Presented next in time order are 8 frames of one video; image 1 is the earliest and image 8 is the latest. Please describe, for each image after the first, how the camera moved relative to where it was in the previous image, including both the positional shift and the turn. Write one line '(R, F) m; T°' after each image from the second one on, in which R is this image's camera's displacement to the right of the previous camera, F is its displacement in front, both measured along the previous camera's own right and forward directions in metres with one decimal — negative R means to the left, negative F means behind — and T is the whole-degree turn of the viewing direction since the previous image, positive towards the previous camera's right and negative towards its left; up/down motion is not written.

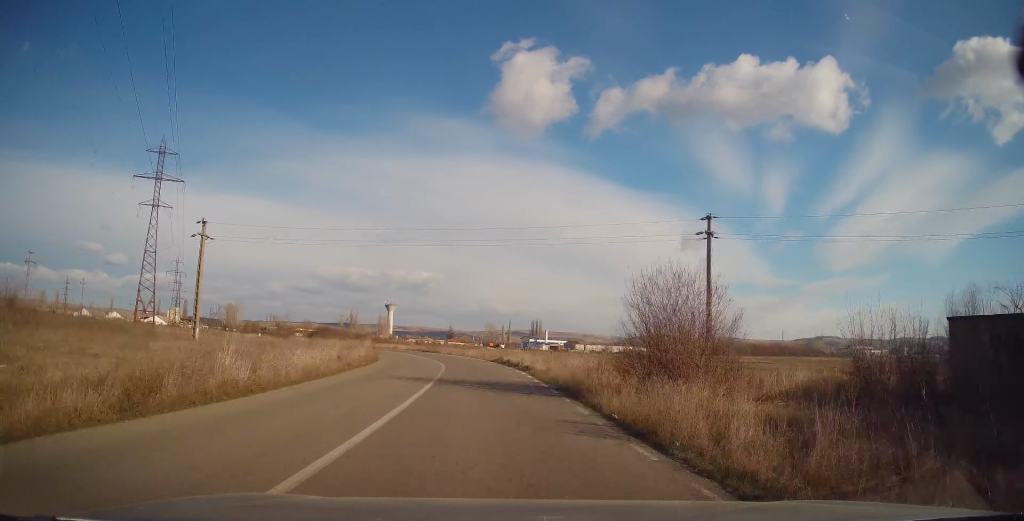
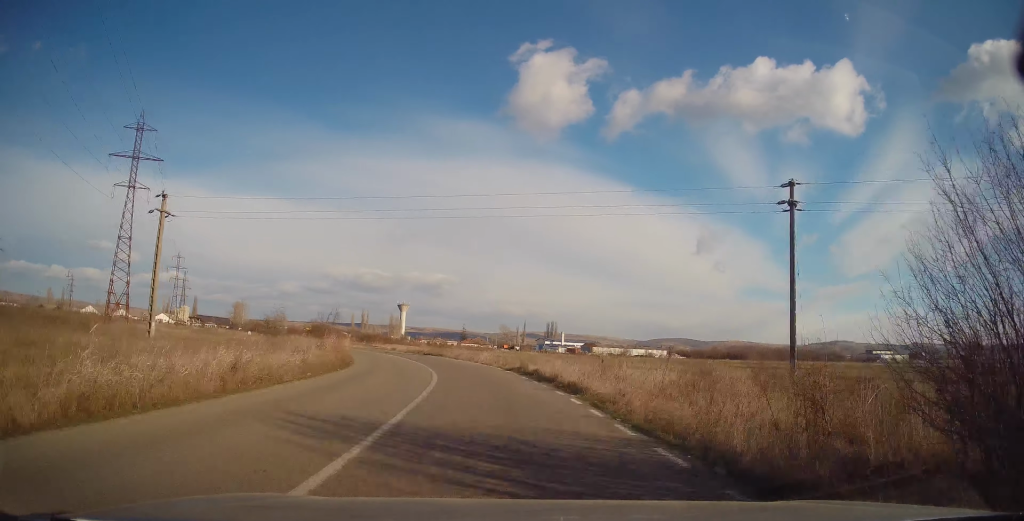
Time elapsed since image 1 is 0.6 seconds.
(-0.3, +10.6) m; -3°
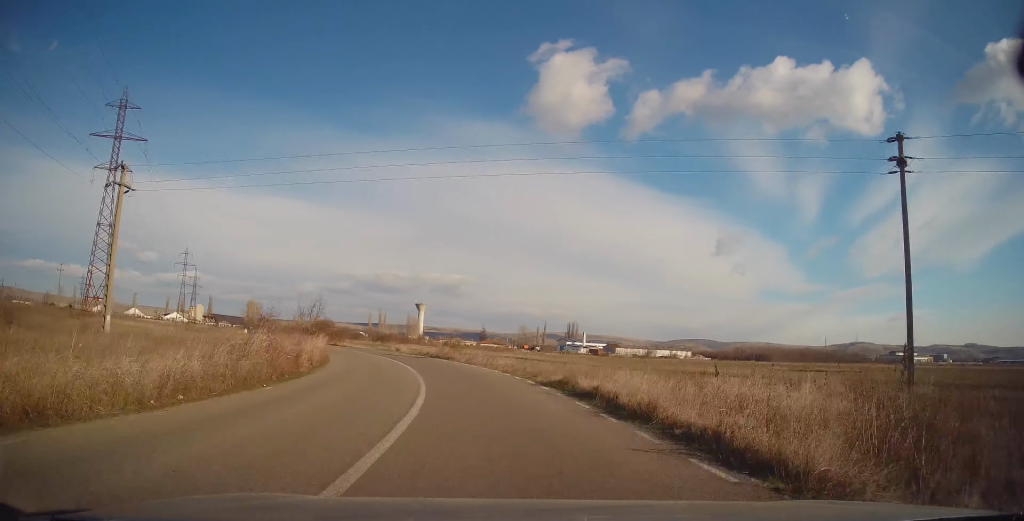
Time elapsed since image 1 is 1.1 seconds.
(-0.2, +9.0) m; -3°
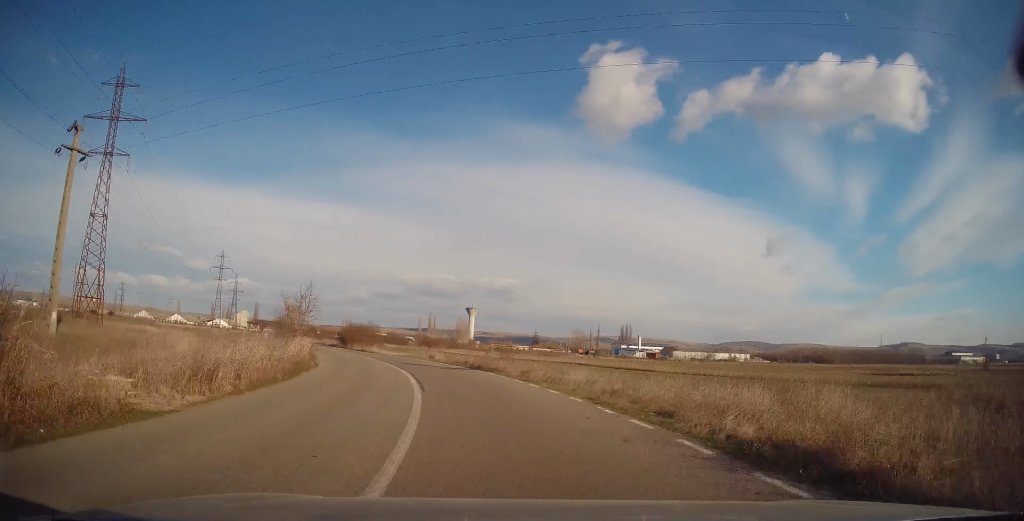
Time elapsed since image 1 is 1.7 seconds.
(-0.5, +10.7) m; -5°
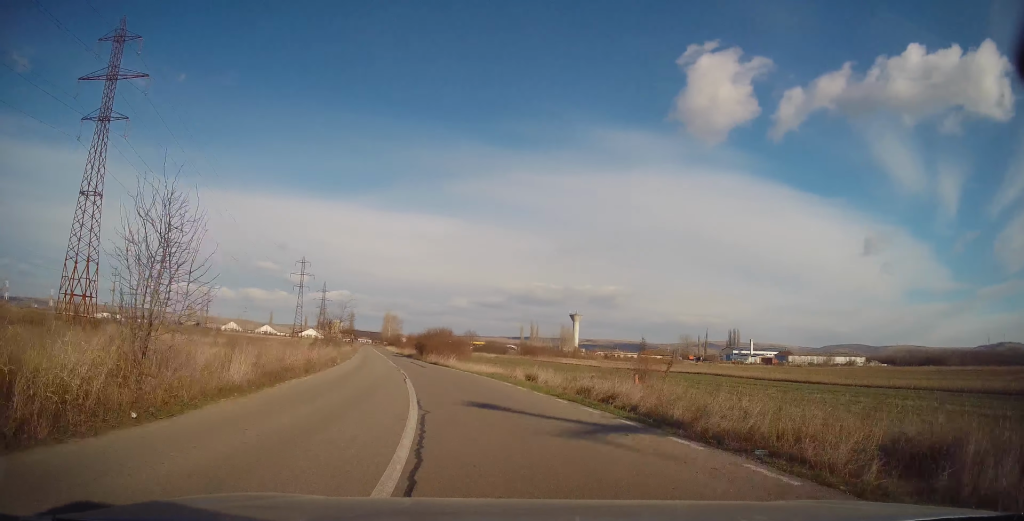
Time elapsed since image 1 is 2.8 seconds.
(-1.3, +17.7) m; -9°
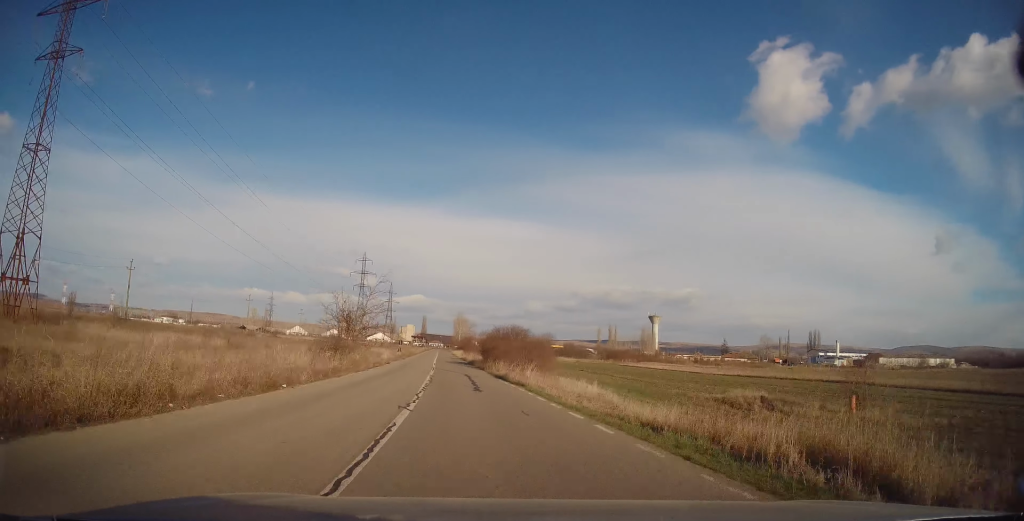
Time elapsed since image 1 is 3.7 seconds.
(-1.1, +15.7) m; -7°
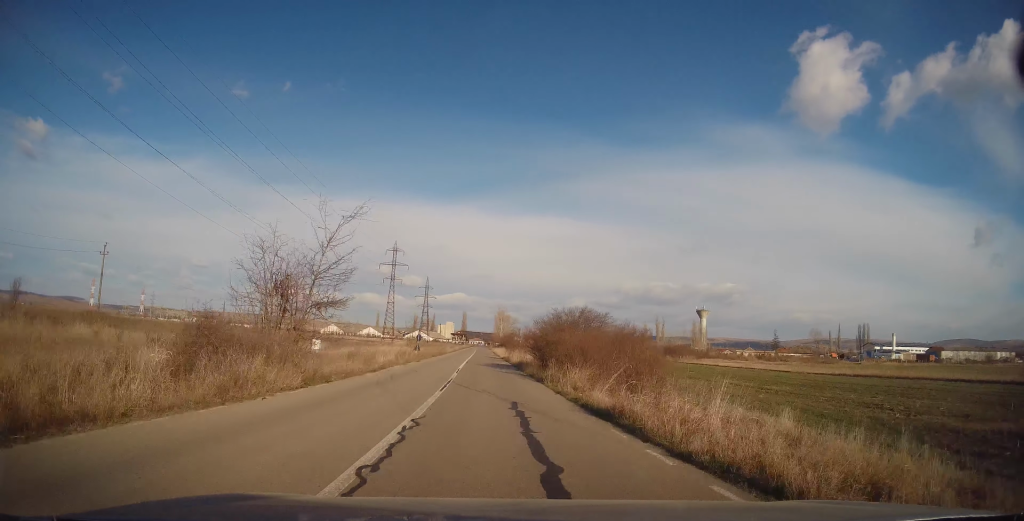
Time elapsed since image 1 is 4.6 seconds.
(-0.7, +16.0) m; -4°
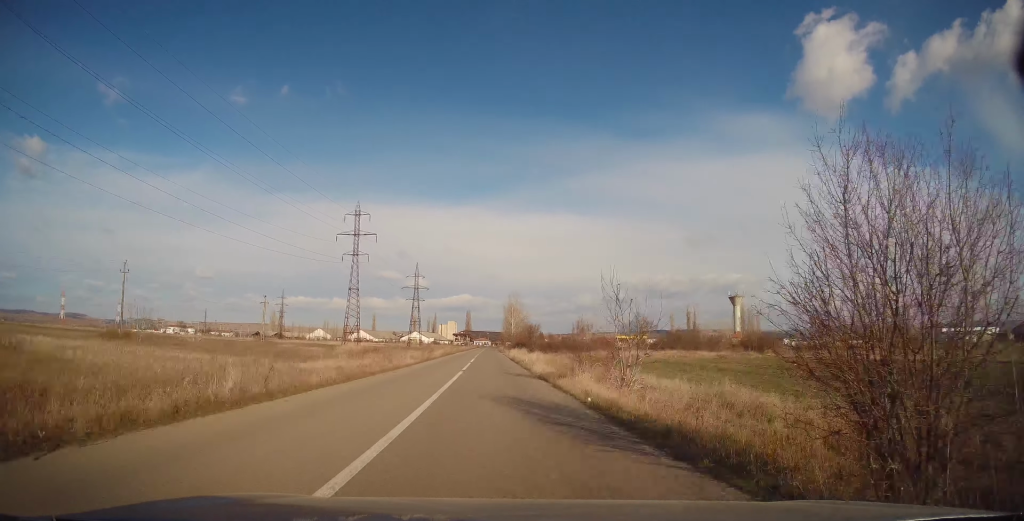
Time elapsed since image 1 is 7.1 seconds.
(-2.3, +48.9) m; -3°
